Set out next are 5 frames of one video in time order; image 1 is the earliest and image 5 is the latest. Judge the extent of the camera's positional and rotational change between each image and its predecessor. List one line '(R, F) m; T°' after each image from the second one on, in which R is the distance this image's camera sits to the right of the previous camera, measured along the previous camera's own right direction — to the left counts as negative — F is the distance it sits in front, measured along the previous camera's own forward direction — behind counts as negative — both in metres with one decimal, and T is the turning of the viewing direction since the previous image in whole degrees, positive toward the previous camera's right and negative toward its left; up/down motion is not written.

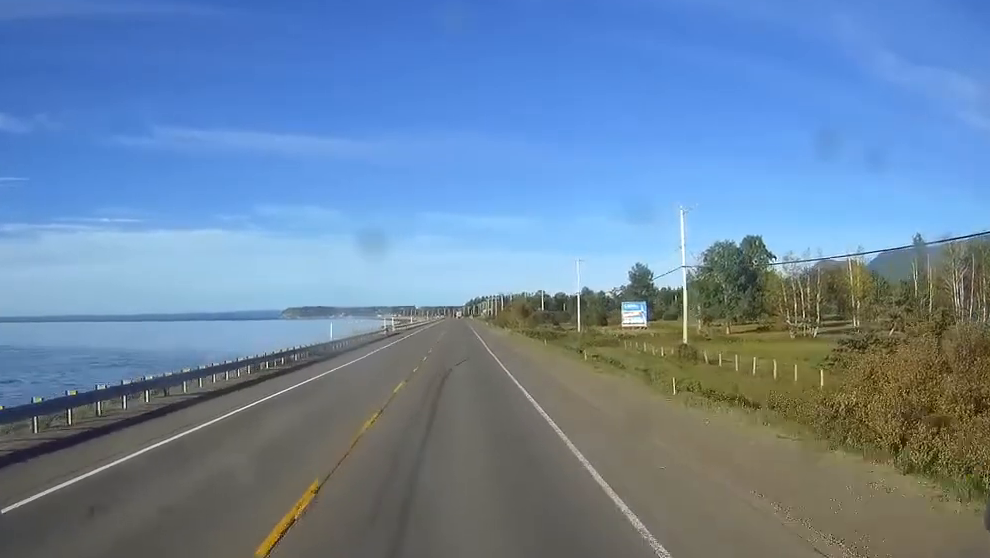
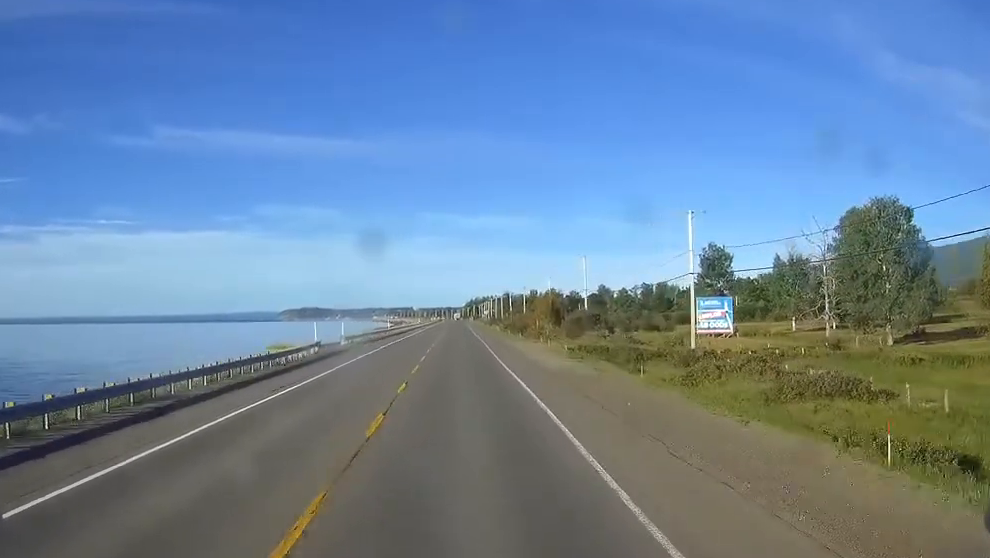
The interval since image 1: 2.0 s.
(0.0, +54.7) m; 0°
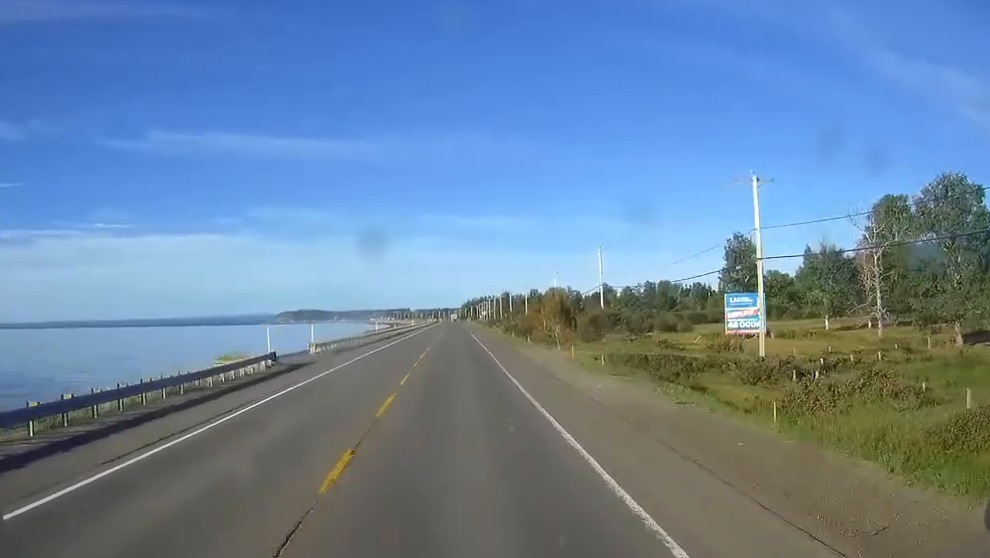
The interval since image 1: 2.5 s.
(0.0, +13.9) m; 0°
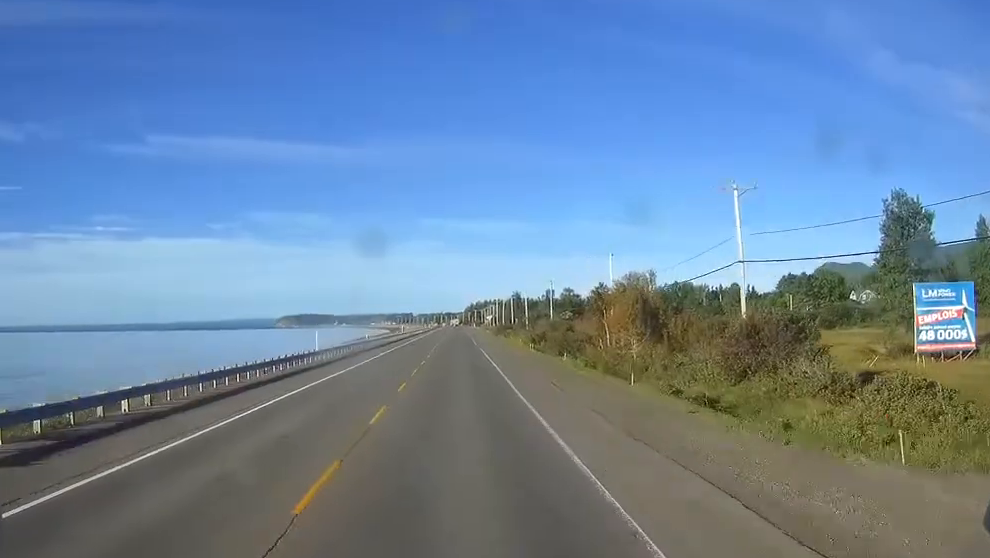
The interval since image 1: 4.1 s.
(0.0, +45.4) m; 0°
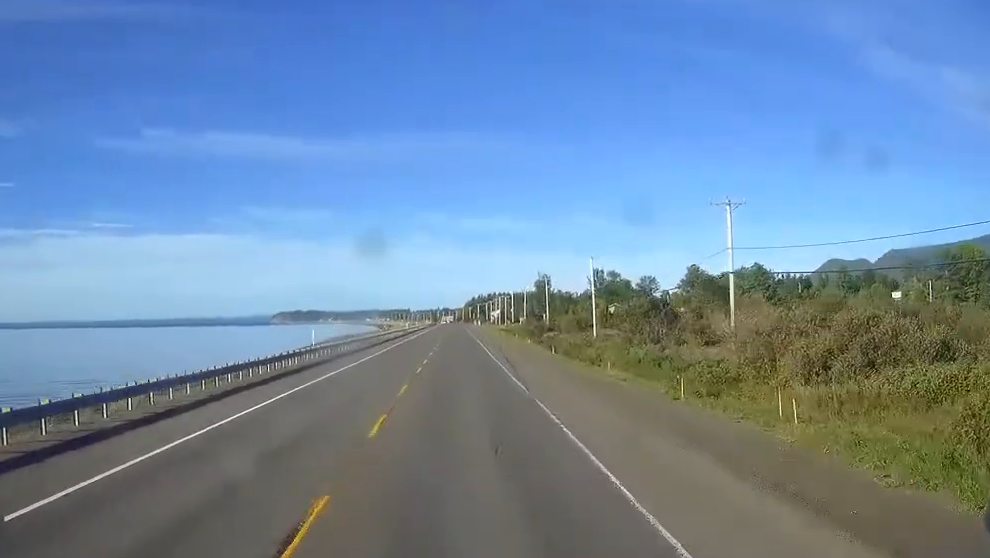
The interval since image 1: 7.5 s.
(0.0, +93.3) m; 0°
